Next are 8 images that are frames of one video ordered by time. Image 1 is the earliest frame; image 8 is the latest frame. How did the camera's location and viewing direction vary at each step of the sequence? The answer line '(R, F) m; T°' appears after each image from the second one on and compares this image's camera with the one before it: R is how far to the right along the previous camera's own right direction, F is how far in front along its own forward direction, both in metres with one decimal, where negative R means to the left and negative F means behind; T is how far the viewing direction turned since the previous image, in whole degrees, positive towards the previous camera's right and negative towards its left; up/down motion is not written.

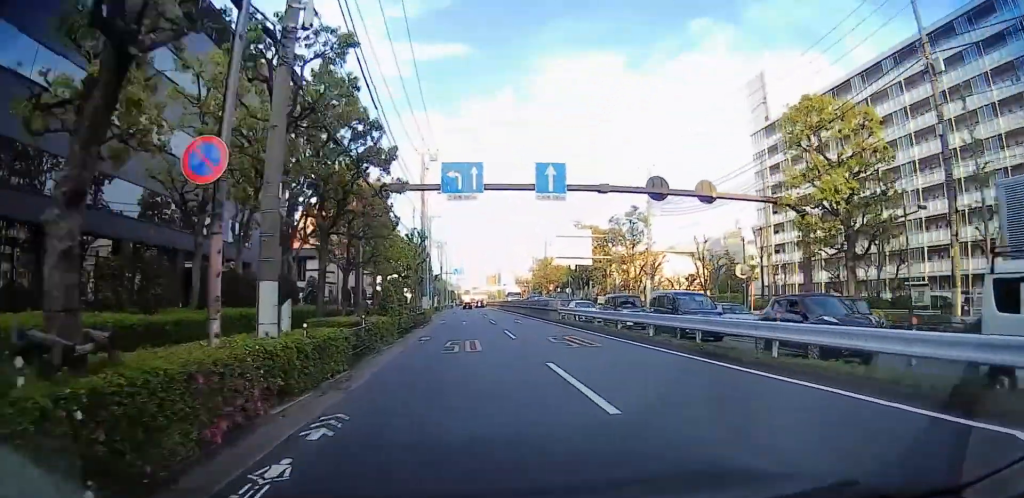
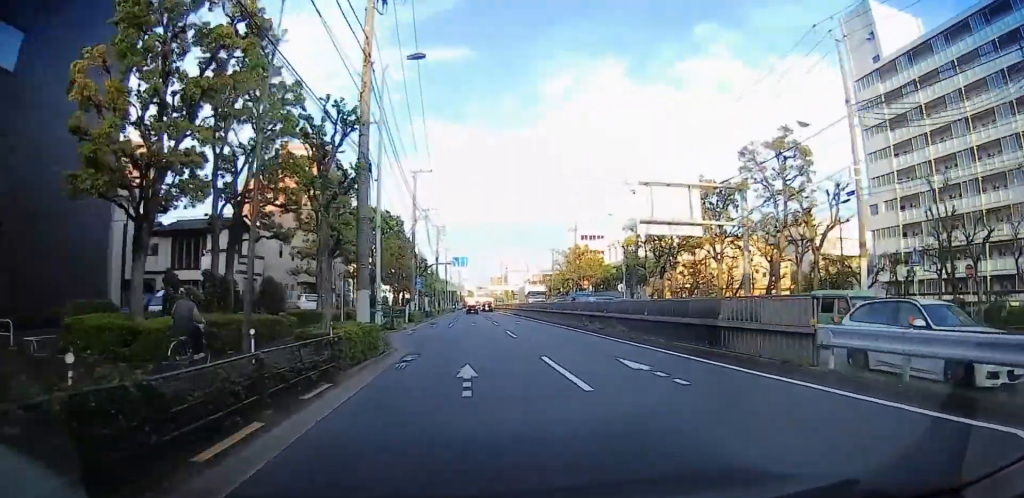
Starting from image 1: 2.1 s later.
(0.0, +27.7) m; 0°
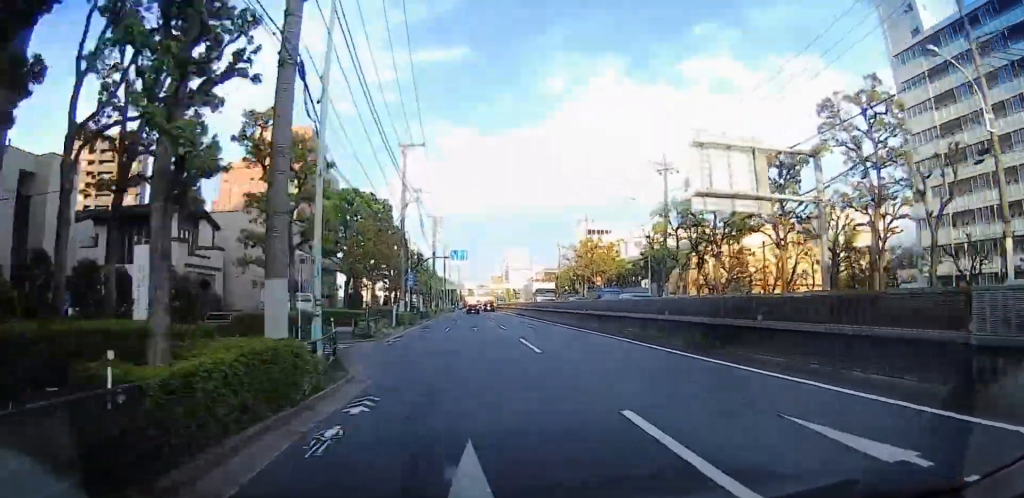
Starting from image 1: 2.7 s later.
(0.0, +7.7) m; 0°
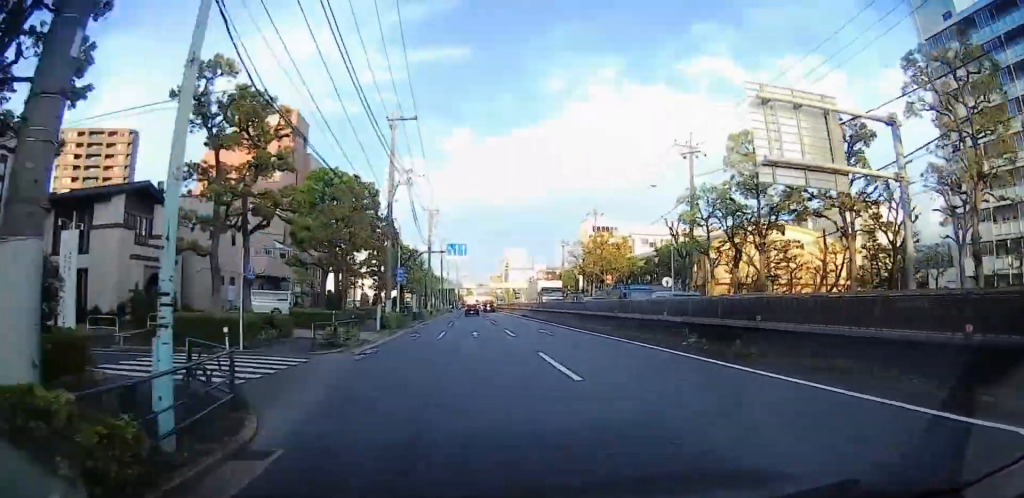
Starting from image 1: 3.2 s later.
(0.0, +6.4) m; 0°
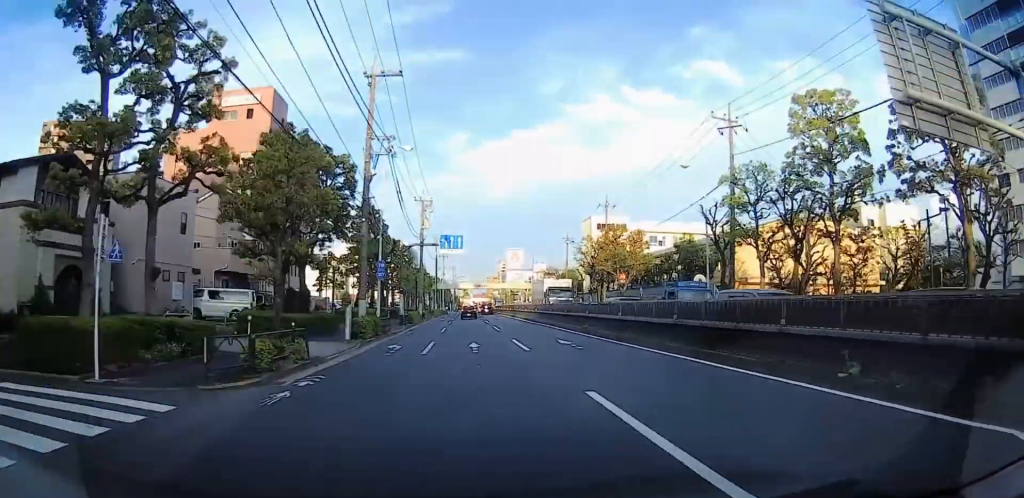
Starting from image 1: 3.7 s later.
(0.0, +7.2) m; 0°
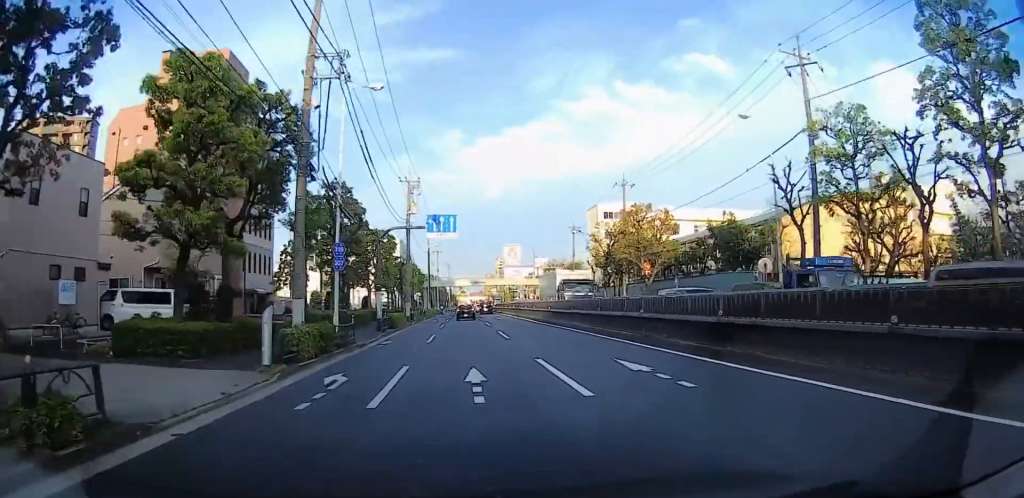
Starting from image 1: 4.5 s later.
(0.0, +9.8) m; 0°
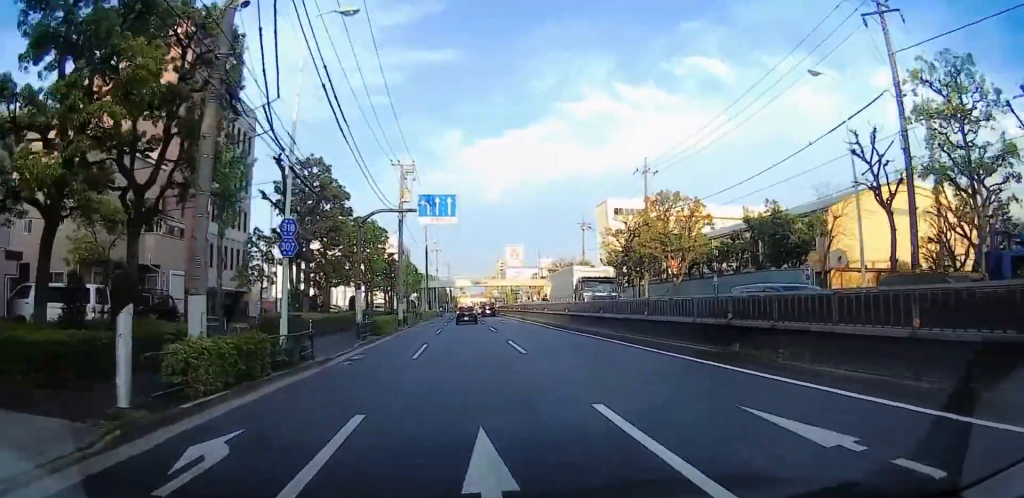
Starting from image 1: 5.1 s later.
(0.0, +7.2) m; 0°
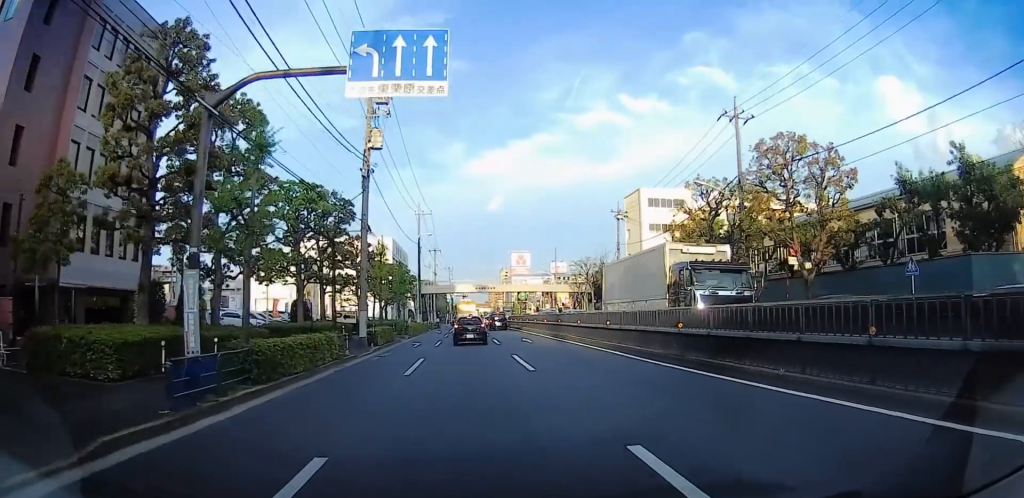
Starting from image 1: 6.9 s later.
(0.0, +18.1) m; 0°
